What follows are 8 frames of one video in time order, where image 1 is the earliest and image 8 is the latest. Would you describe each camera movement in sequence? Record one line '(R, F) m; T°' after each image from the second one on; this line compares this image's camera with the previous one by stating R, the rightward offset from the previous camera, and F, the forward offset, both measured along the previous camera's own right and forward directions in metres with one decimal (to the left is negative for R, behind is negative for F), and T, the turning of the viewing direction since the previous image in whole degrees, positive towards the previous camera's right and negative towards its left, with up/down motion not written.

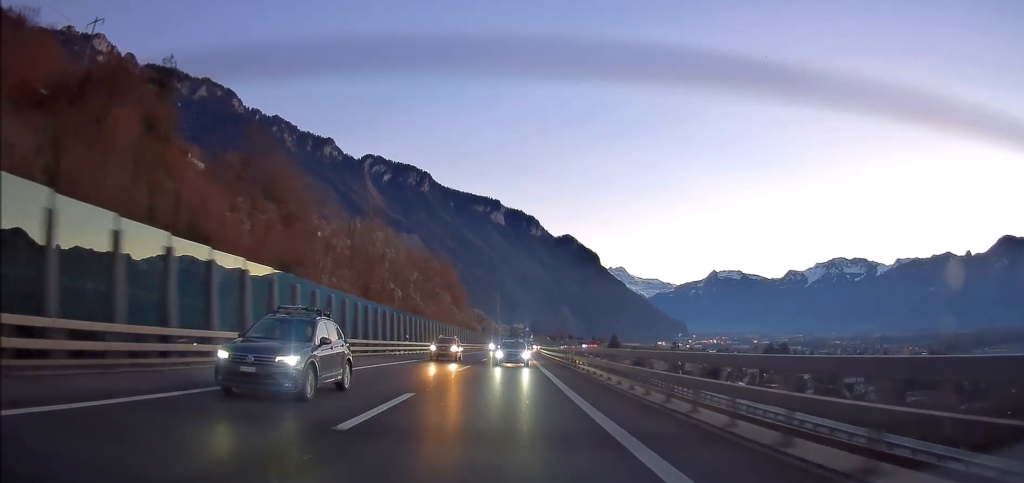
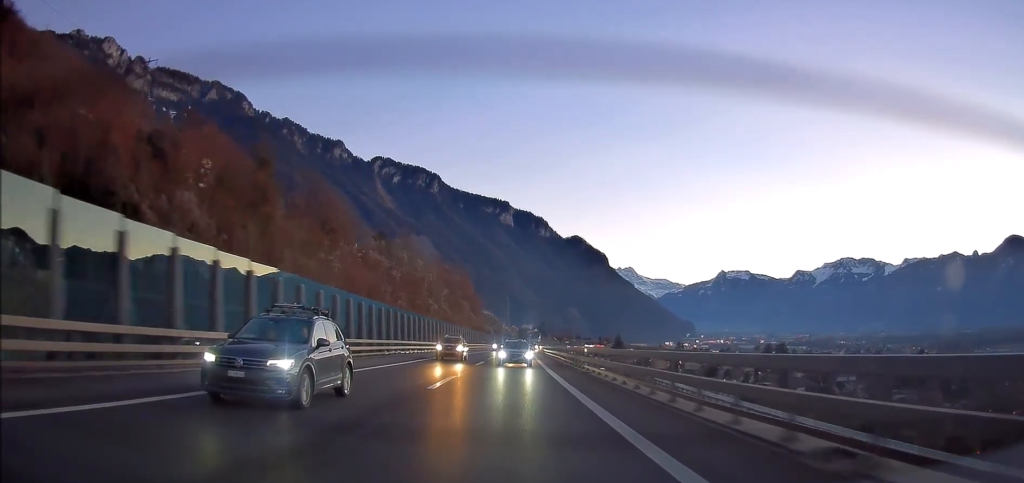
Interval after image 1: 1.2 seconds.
(-0.1, +26.6) m; -1°
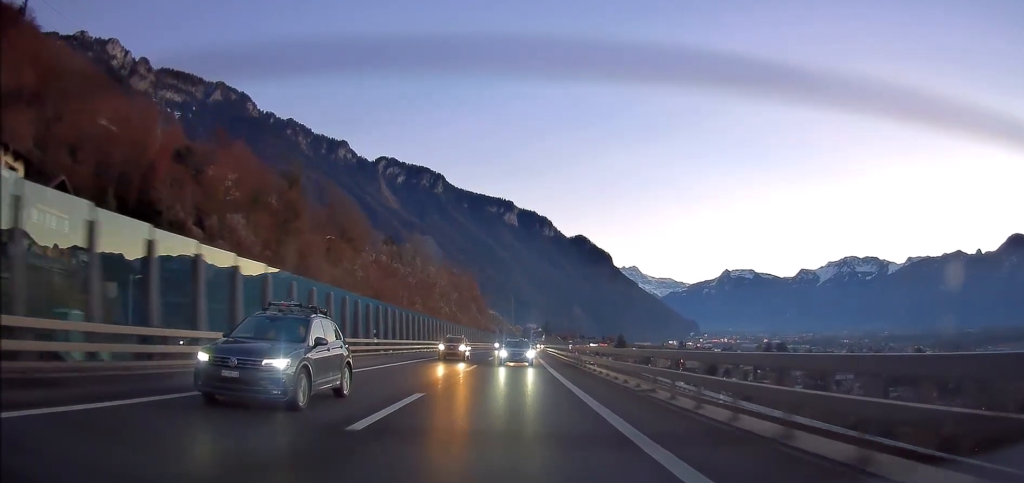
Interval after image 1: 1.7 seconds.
(0.0, +10.3) m; 0°
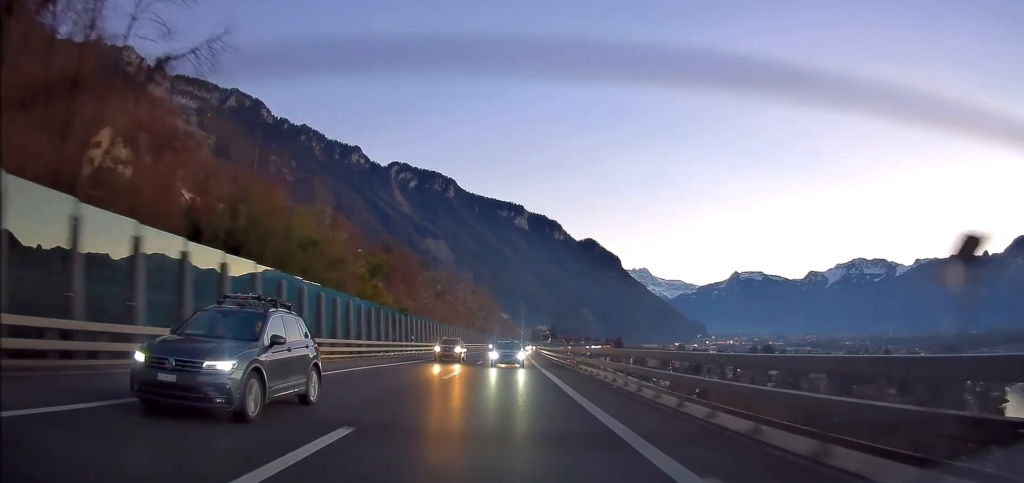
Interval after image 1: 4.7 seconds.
(-1.3, +66.6) m; -2°
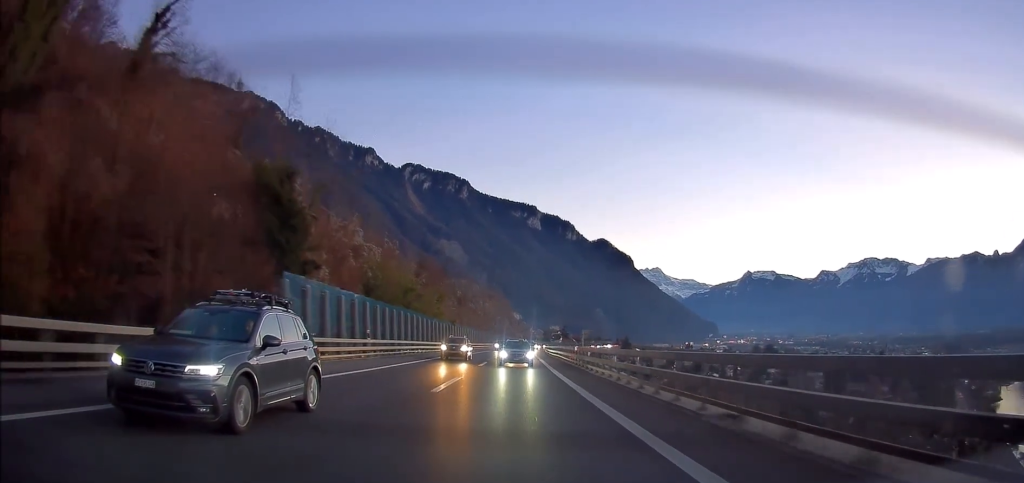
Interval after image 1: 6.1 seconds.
(-0.1, +31.4) m; -1°
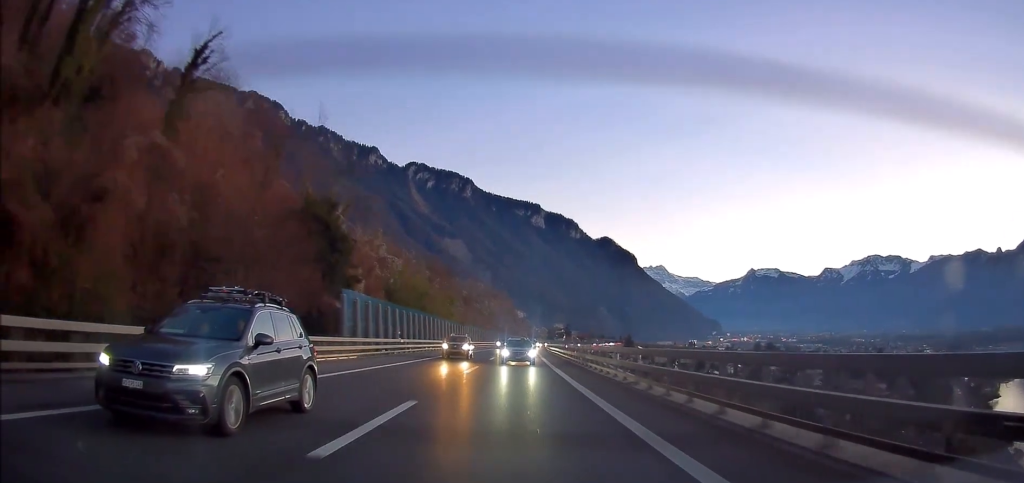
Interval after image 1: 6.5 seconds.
(0.0, +8.9) m; 0°
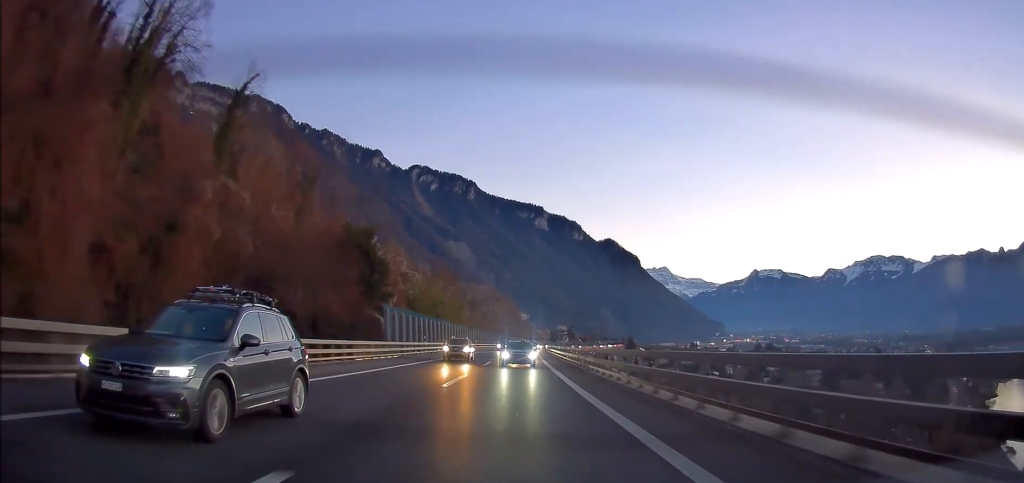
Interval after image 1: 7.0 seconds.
(-0.1, +11.2) m; 0°
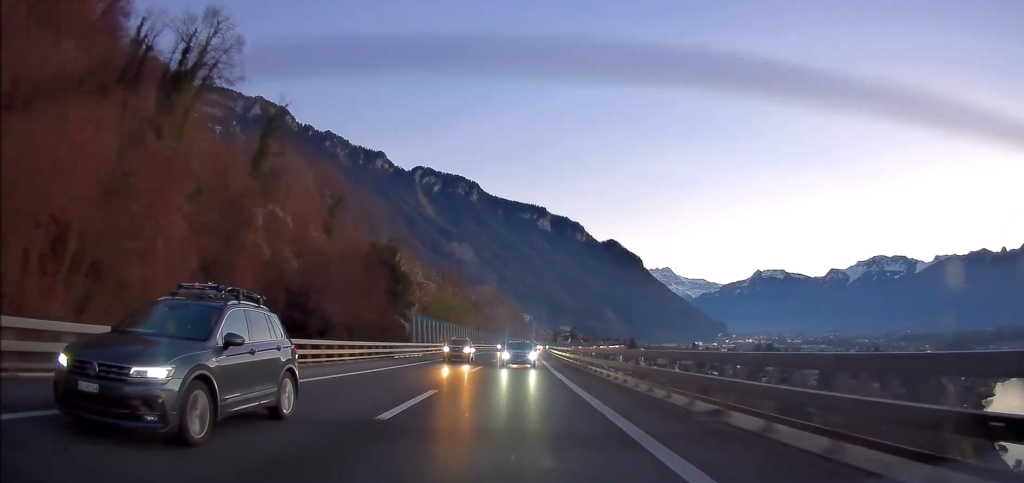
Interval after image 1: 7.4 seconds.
(0.0, +10.5) m; 0°
